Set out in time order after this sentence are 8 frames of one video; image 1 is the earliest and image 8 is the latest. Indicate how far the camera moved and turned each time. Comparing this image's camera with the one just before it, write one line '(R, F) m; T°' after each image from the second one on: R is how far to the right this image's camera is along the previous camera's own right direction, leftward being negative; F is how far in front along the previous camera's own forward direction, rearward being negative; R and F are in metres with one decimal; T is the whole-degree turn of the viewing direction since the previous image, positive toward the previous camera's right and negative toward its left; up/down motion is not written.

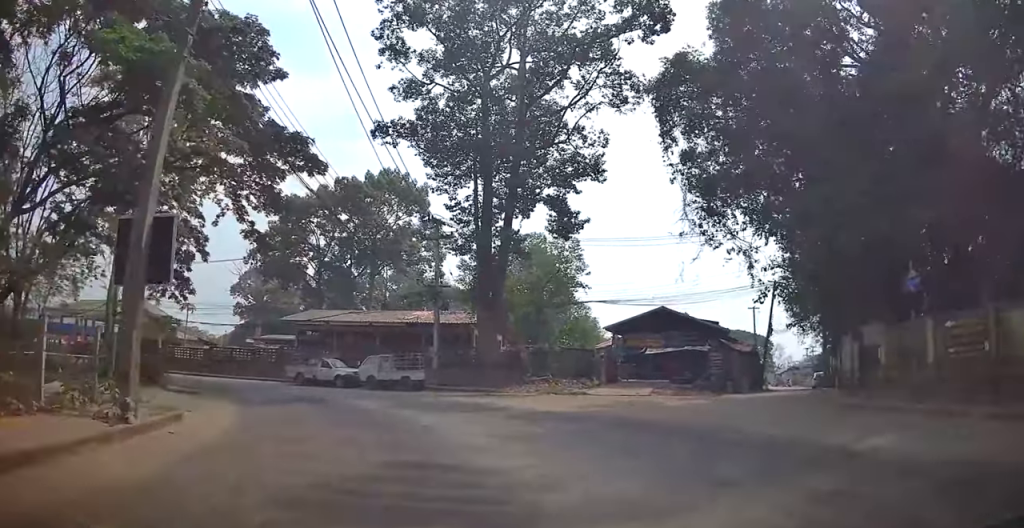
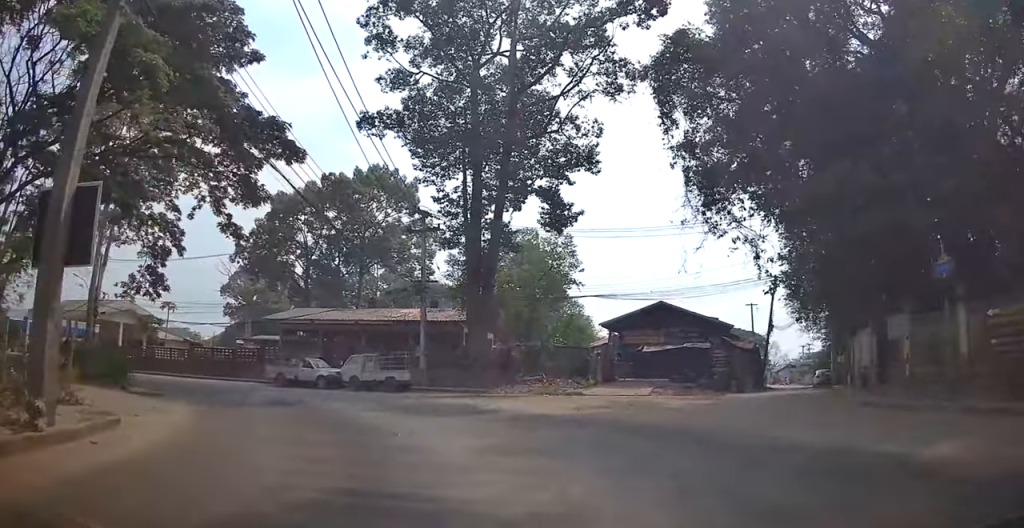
(-0.3, +2.1) m; +1°
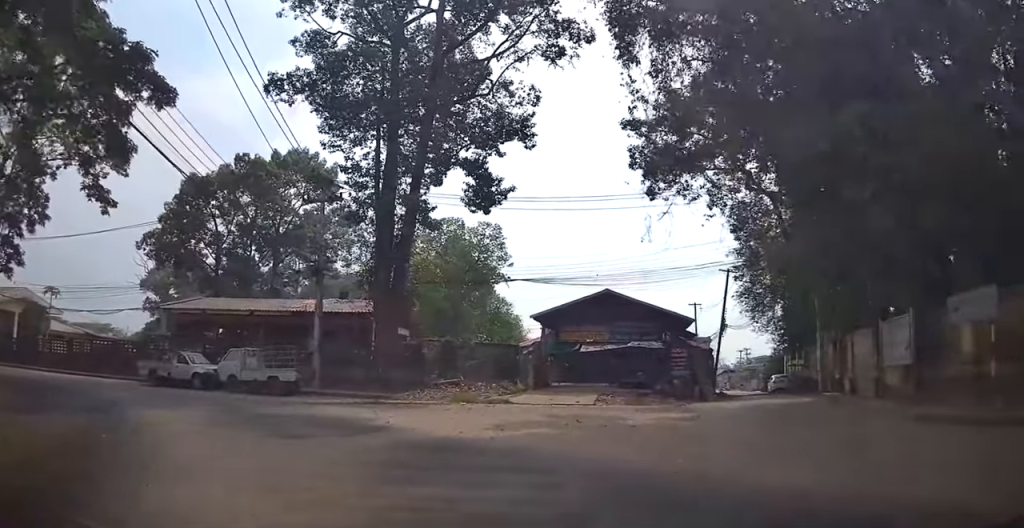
(+0.8, +6.2) m; +8°
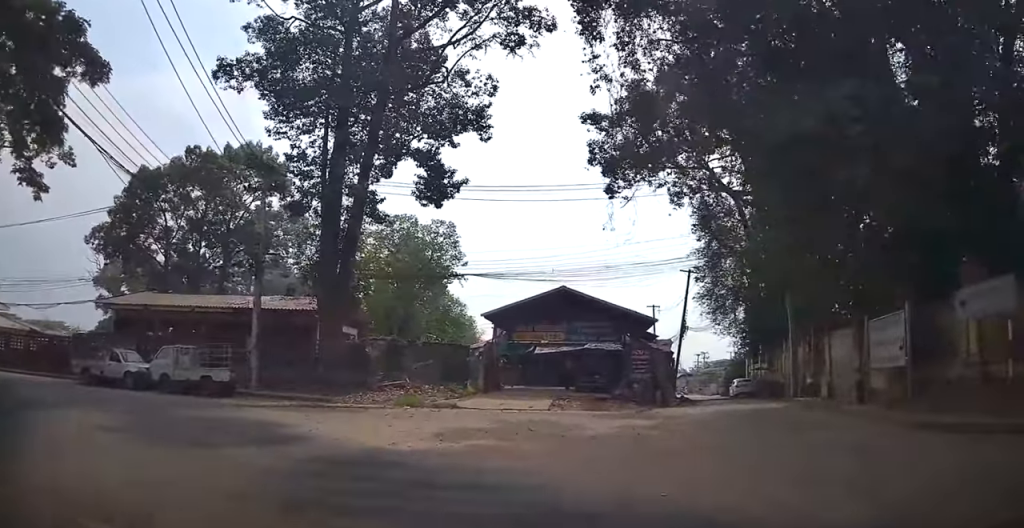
(-0.1, +1.6) m; +1°
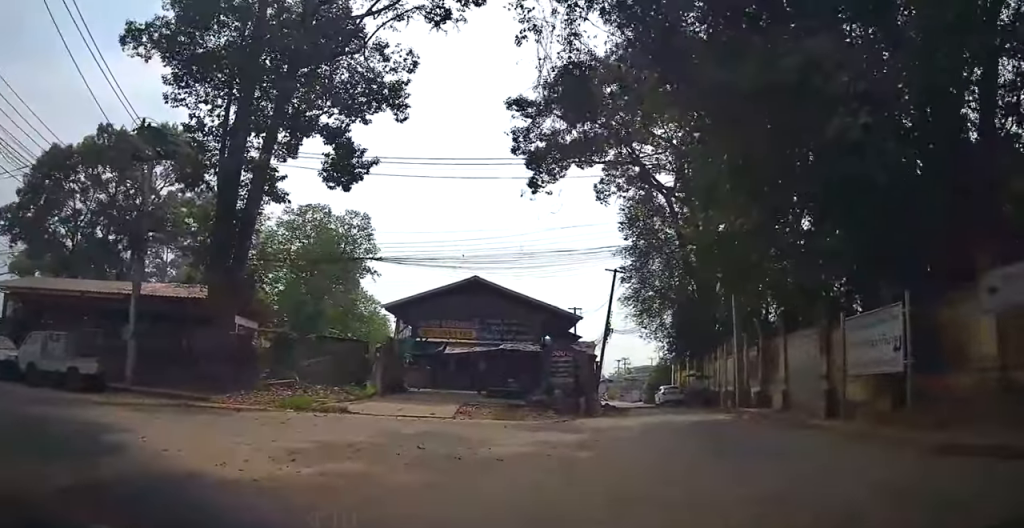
(+0.1, +2.6) m; +5°
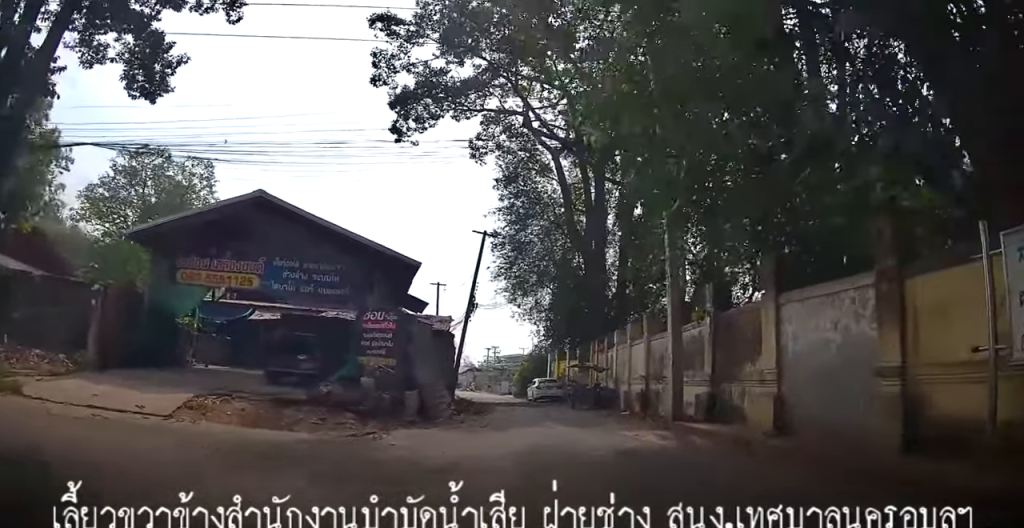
(+0.7, +6.6) m; +7°
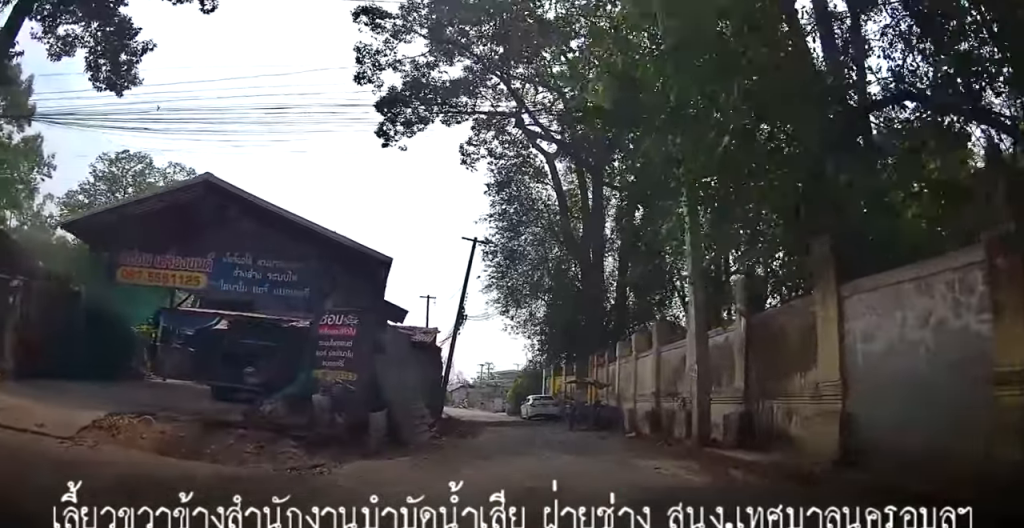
(0.0, +1.8) m; -2°
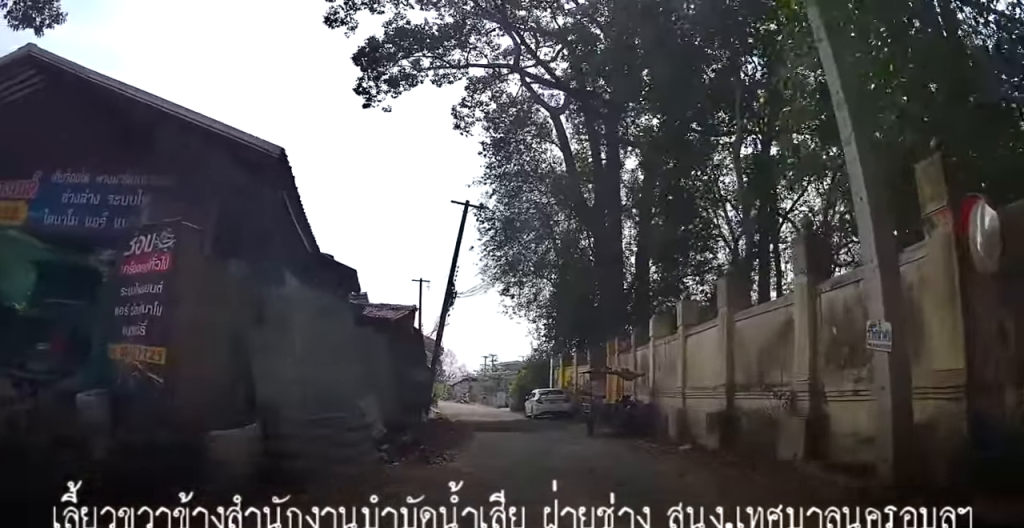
(-0.2, +4.1) m; -4°
